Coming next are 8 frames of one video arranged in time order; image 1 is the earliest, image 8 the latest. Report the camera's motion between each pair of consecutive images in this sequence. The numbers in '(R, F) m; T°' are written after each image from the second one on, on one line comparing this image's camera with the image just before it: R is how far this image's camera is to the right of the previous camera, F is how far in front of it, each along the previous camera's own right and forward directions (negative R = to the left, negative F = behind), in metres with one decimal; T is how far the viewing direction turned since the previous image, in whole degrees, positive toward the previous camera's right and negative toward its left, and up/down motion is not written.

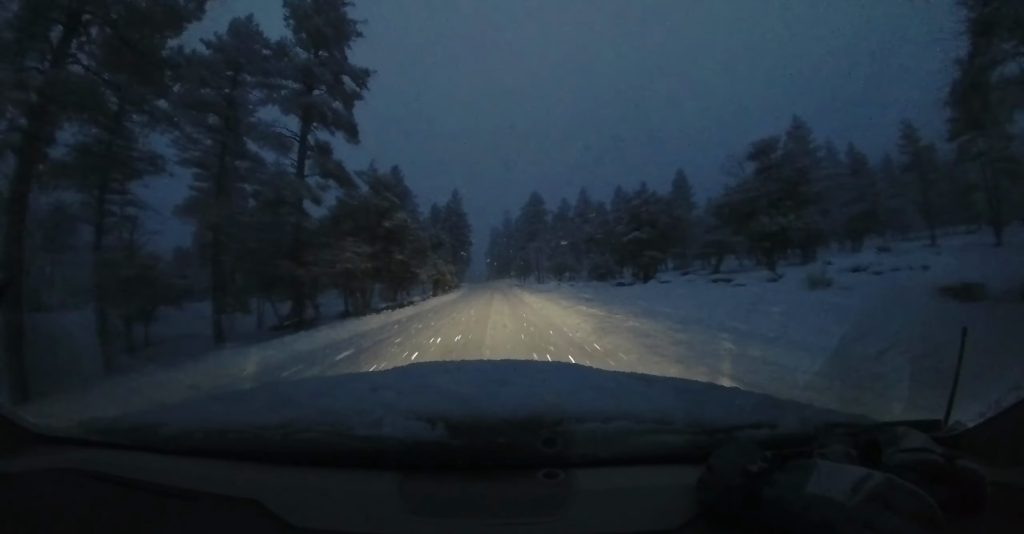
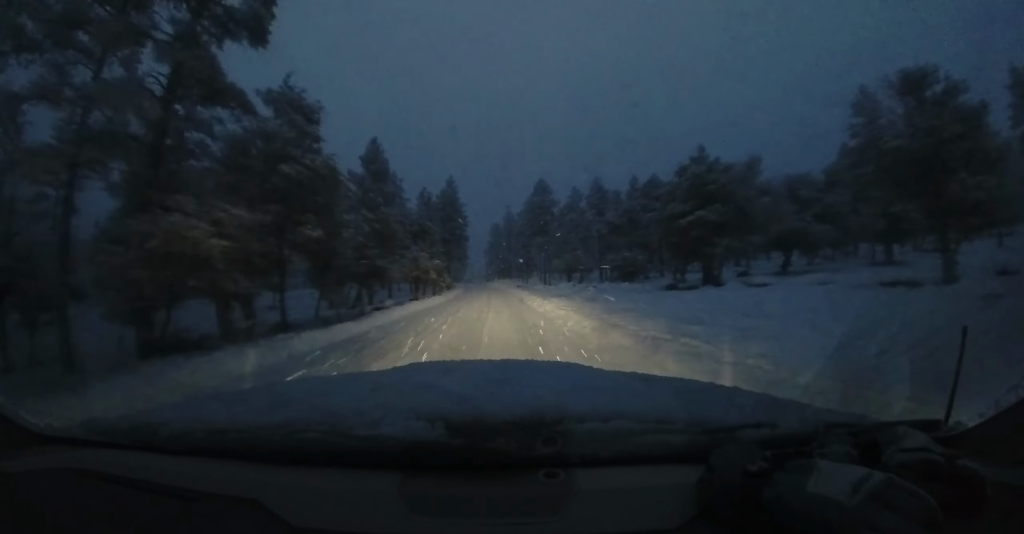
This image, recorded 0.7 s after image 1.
(-0.3, +9.8) m; -1°
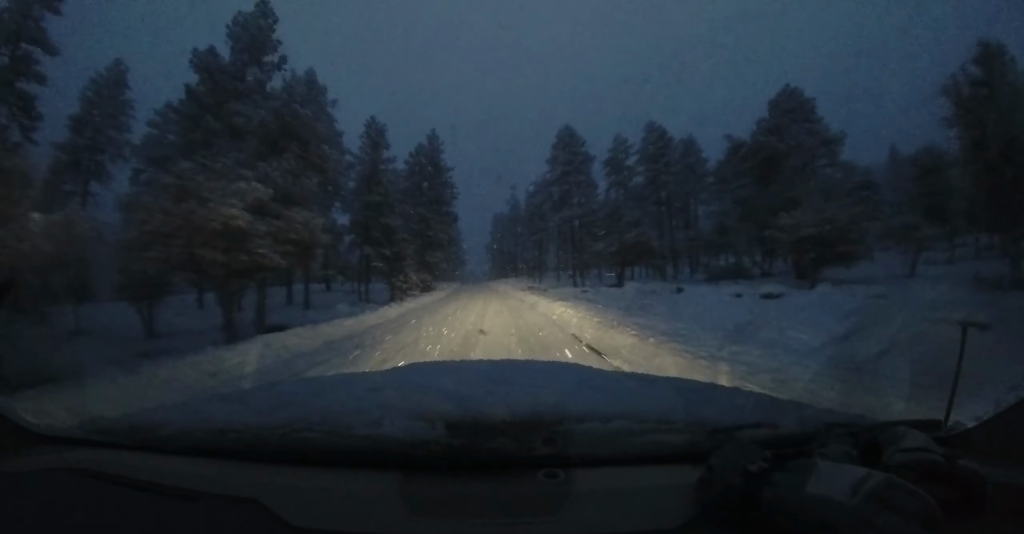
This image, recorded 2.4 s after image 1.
(-0.1, +22.8) m; 0°
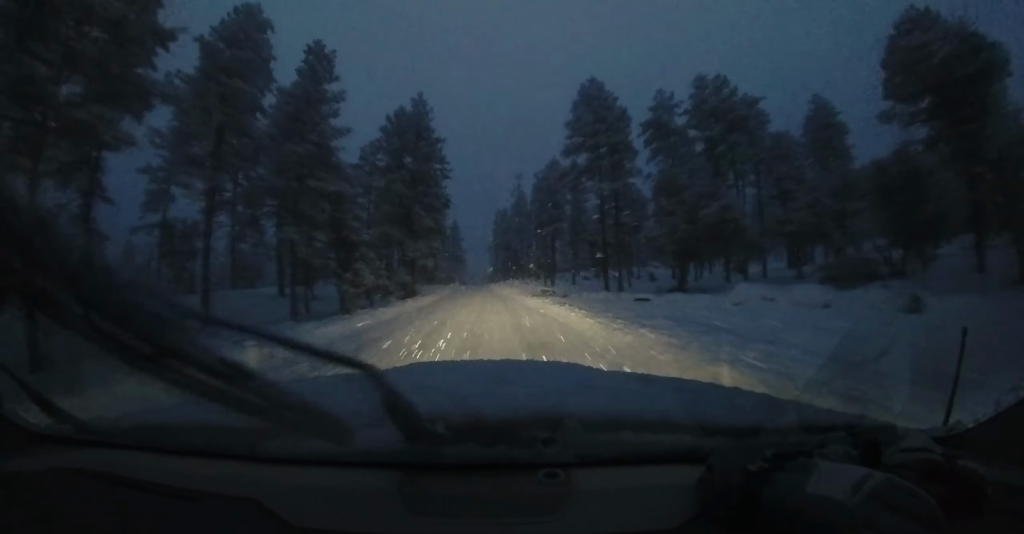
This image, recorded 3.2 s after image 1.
(0.0, +10.6) m; 0°
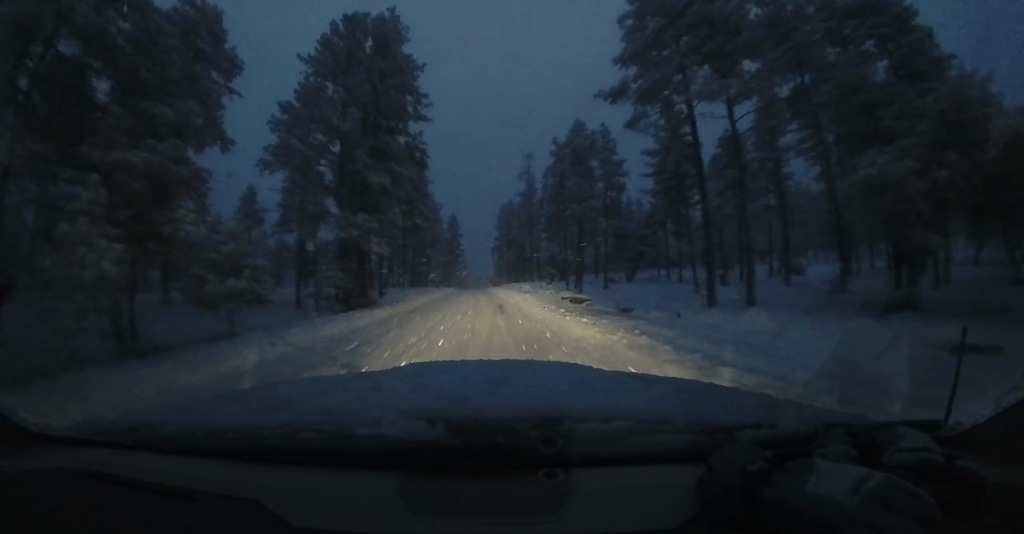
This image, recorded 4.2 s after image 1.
(0.0, +14.4) m; 0°
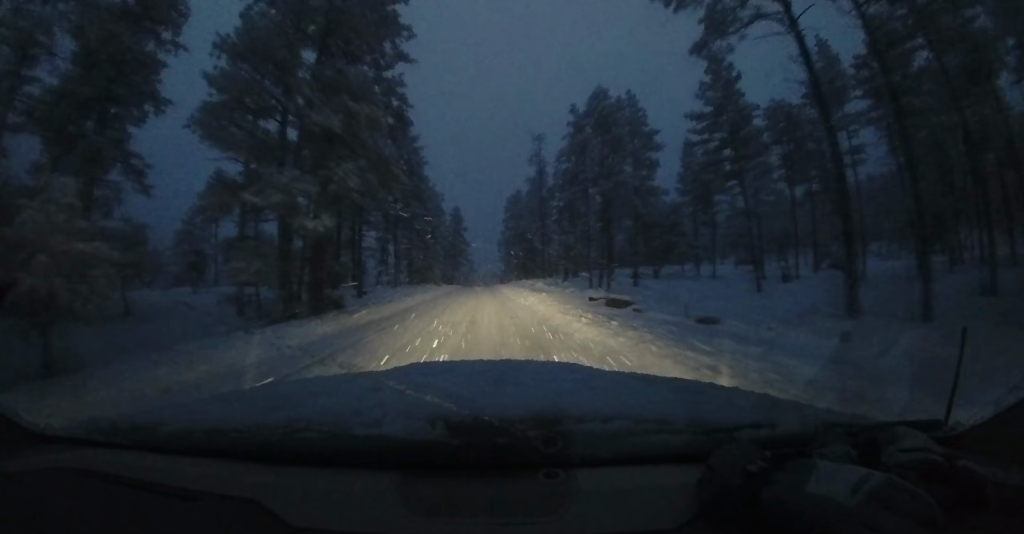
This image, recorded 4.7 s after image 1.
(0.0, +6.6) m; 0°
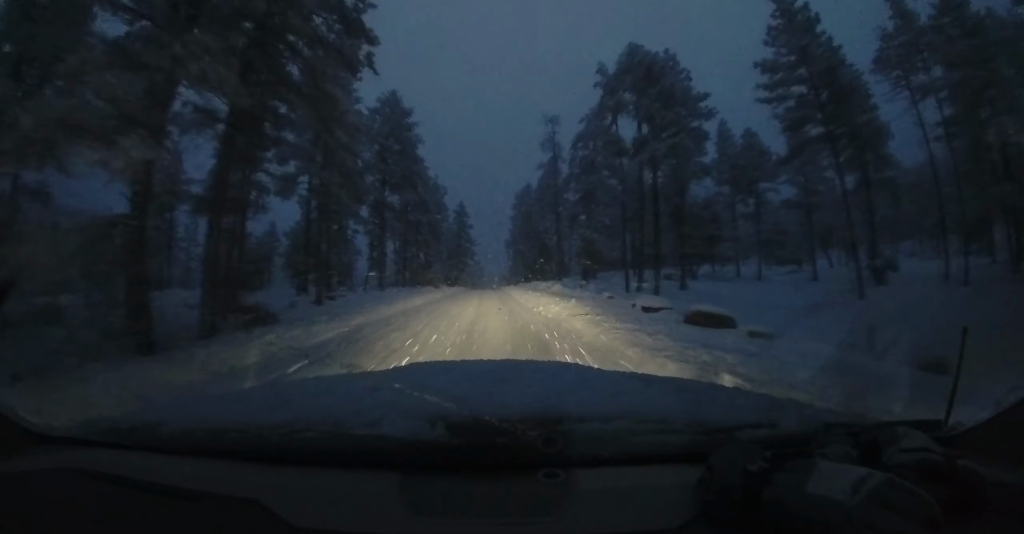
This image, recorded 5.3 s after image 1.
(0.0, +7.4) m; -2°
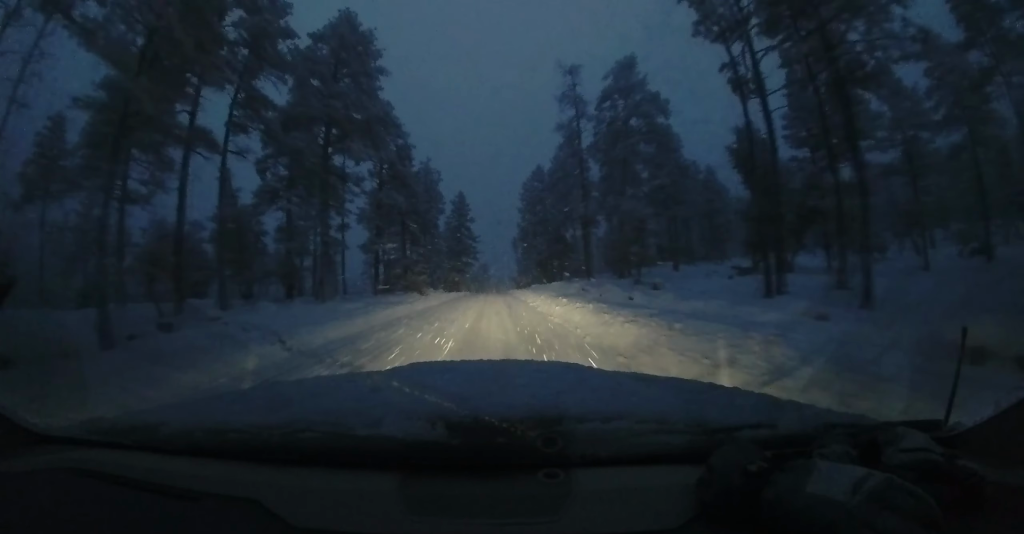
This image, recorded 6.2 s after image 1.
(-0.3, +12.4) m; -3°
